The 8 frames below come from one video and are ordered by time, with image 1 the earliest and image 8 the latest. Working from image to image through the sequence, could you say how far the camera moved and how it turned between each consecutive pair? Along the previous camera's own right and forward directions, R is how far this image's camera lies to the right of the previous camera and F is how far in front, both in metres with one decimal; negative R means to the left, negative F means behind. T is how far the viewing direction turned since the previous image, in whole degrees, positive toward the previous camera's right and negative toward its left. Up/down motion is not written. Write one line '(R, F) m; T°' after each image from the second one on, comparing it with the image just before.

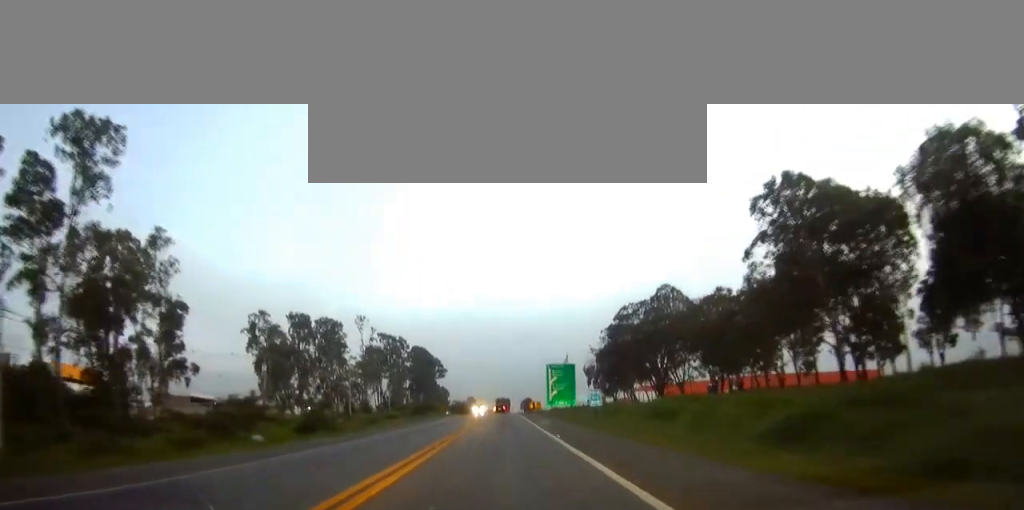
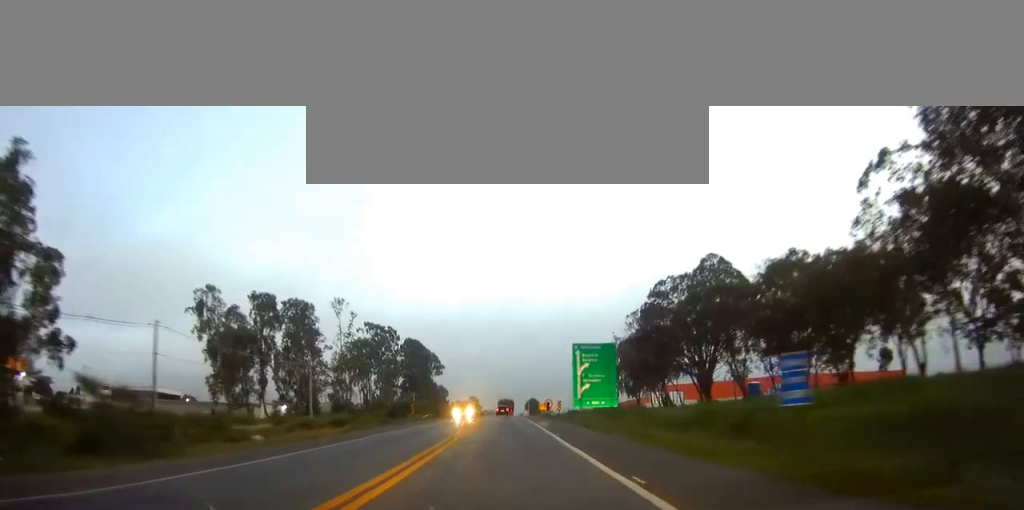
(-0.1, +28.3) m; 0°
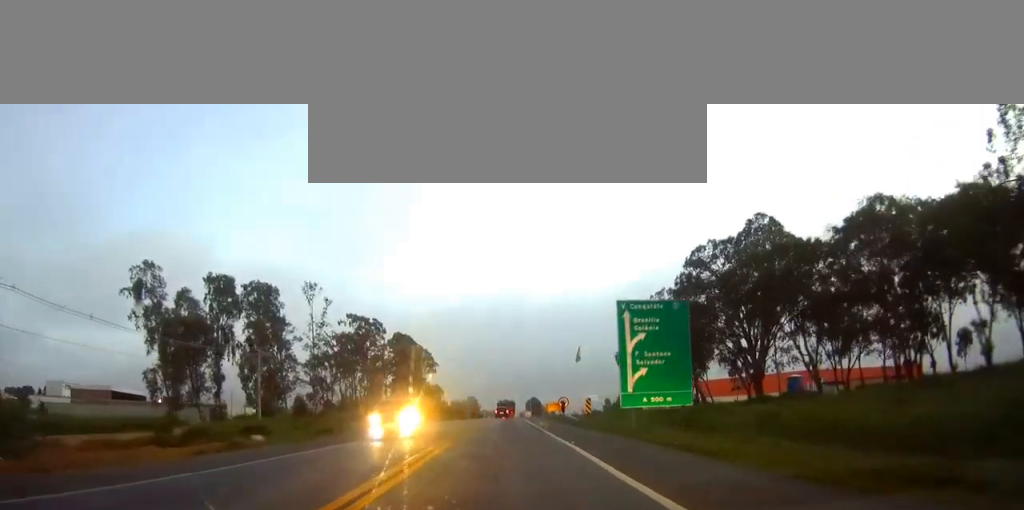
(0.0, +21.6) m; 0°
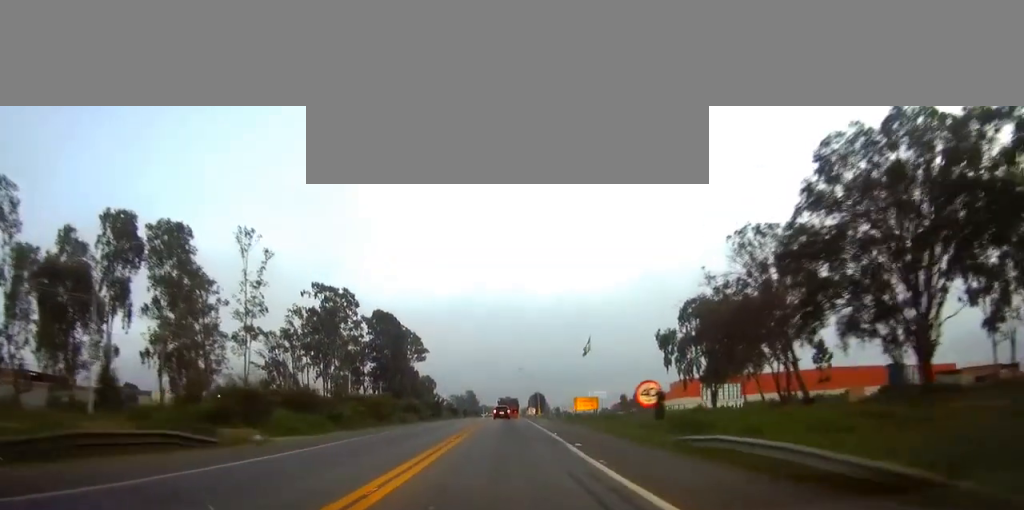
(-0.2, +36.3) m; 0°
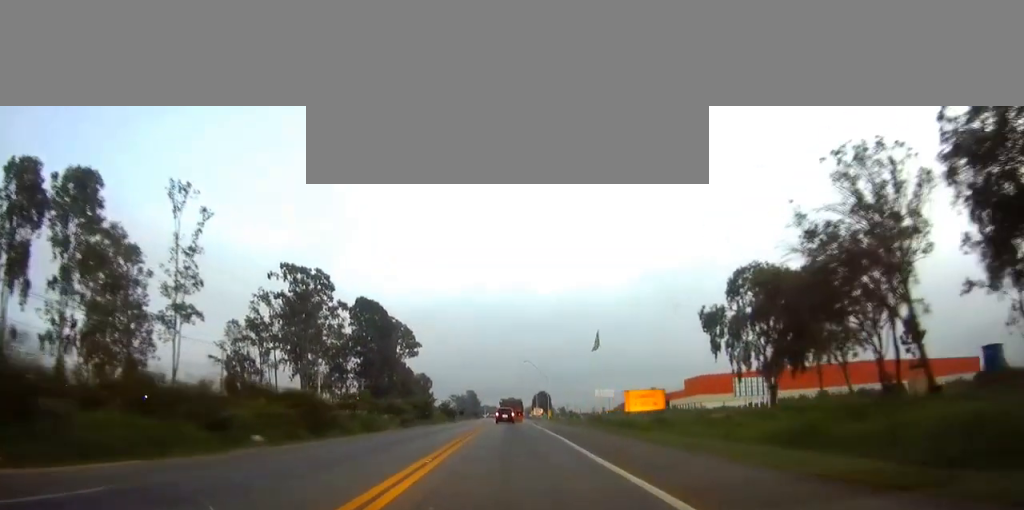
(0.0, +22.3) m; 0°
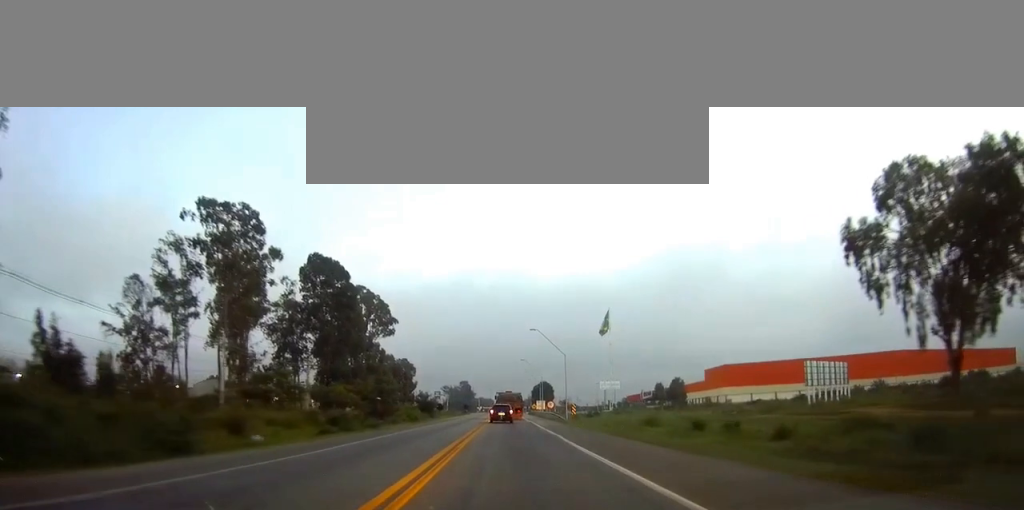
(+0.2, +36.8) m; 0°
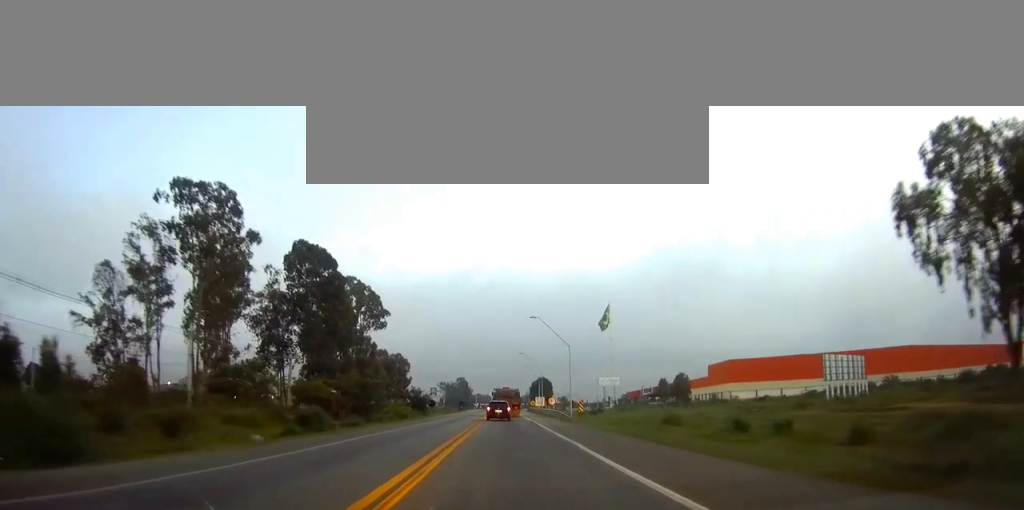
(0.0, +7.3) m; 0°
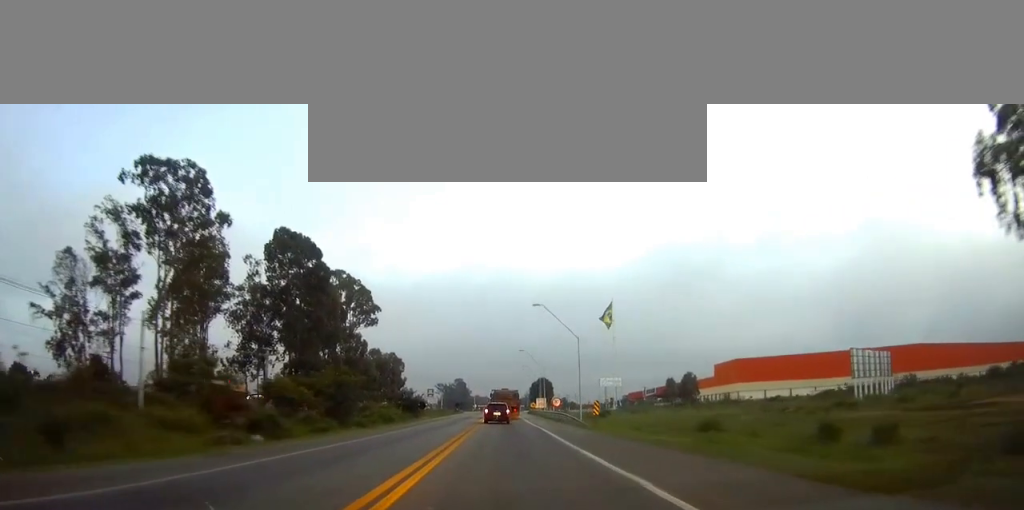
(0.0, +9.1) m; 0°
